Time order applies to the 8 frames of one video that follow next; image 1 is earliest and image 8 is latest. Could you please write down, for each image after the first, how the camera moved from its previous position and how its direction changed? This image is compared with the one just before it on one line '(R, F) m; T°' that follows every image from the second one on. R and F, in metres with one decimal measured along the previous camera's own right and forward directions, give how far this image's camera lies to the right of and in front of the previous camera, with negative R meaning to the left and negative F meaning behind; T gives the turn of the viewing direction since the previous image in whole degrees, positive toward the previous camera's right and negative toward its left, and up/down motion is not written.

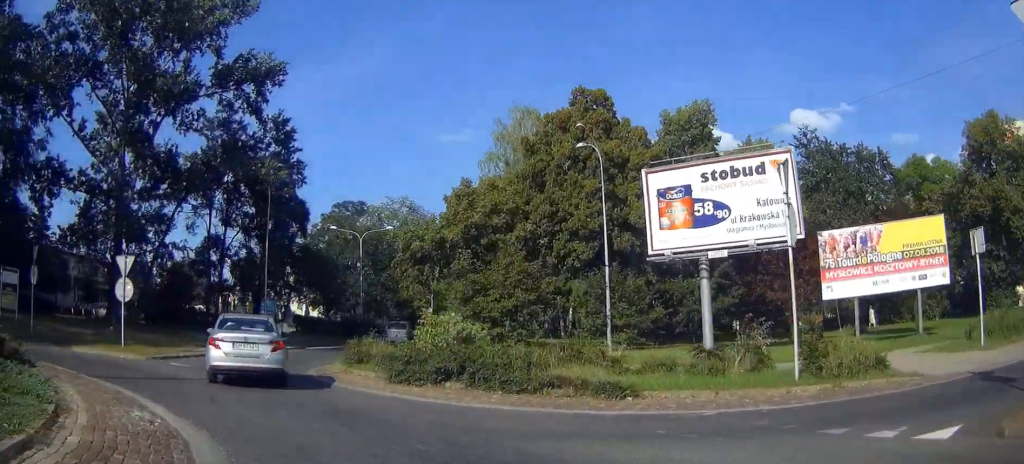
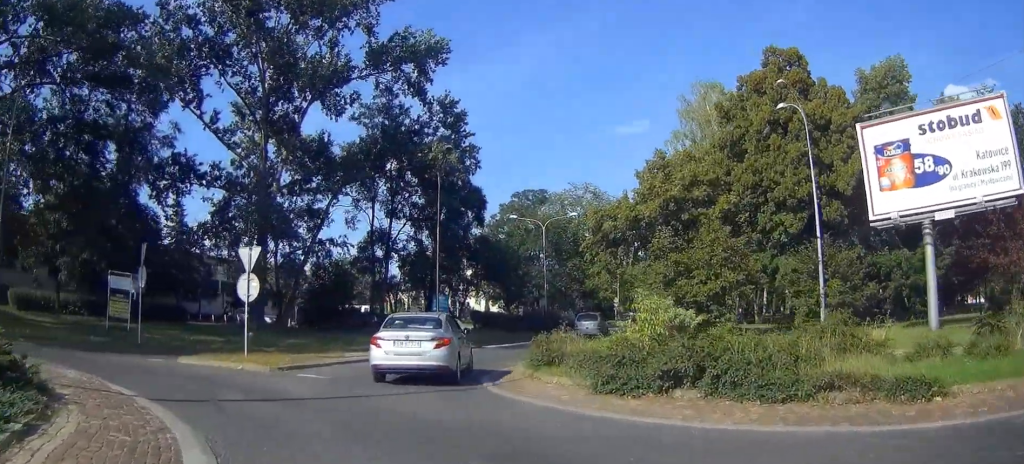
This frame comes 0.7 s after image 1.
(+0.1, +3.5) m; -12°
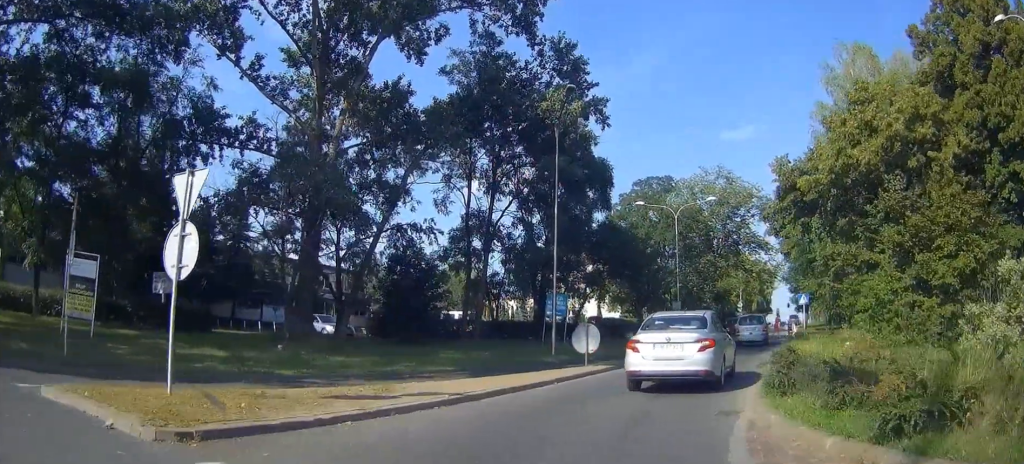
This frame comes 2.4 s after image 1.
(-2.6, +9.5) m; -15°
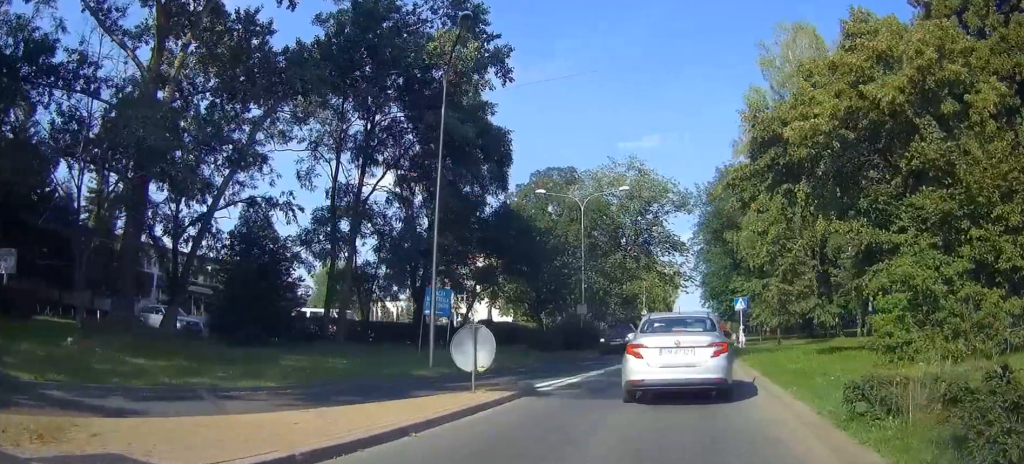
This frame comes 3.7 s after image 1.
(+0.2, +6.7) m; +8°
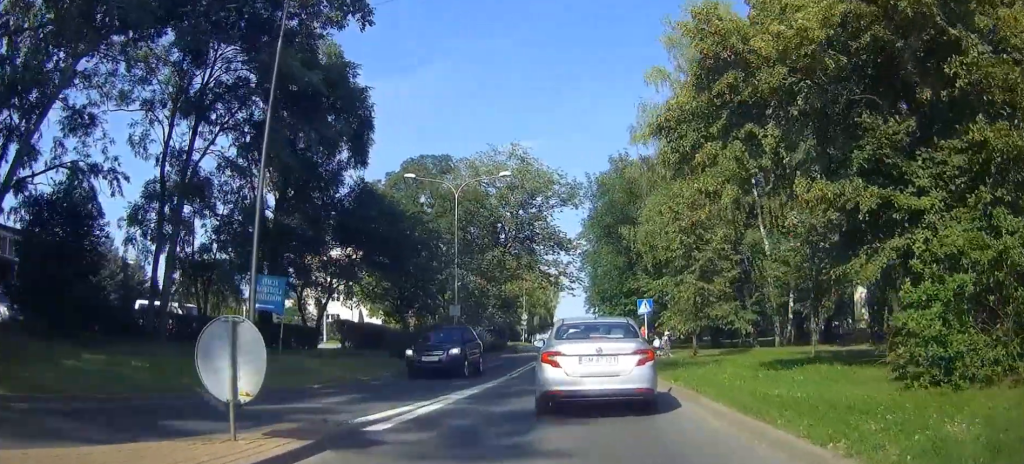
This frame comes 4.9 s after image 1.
(+0.7, +5.6) m; +8°
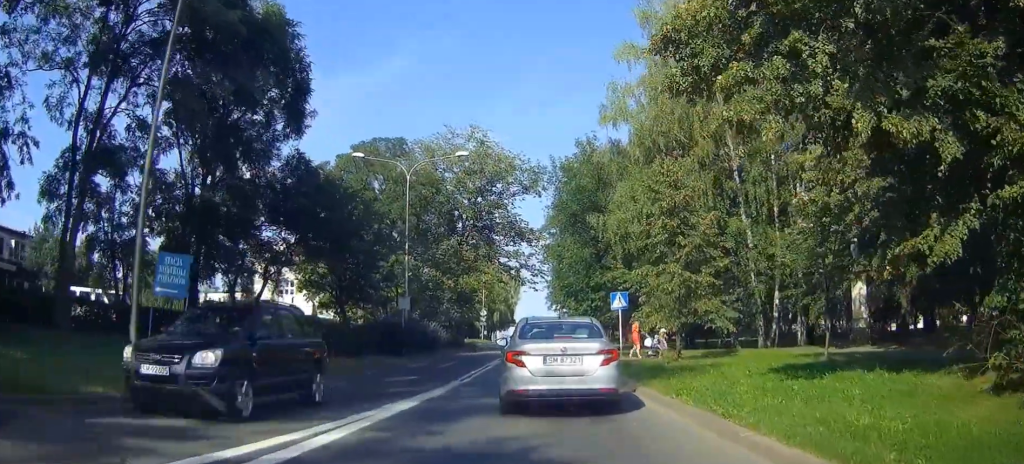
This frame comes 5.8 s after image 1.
(+0.1, +4.3) m; +1°
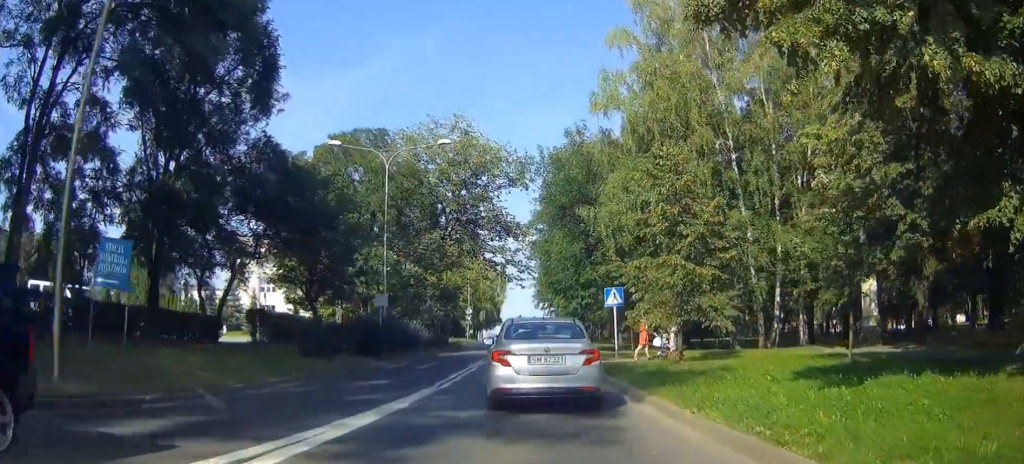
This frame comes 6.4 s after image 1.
(0.0, +2.7) m; +1°
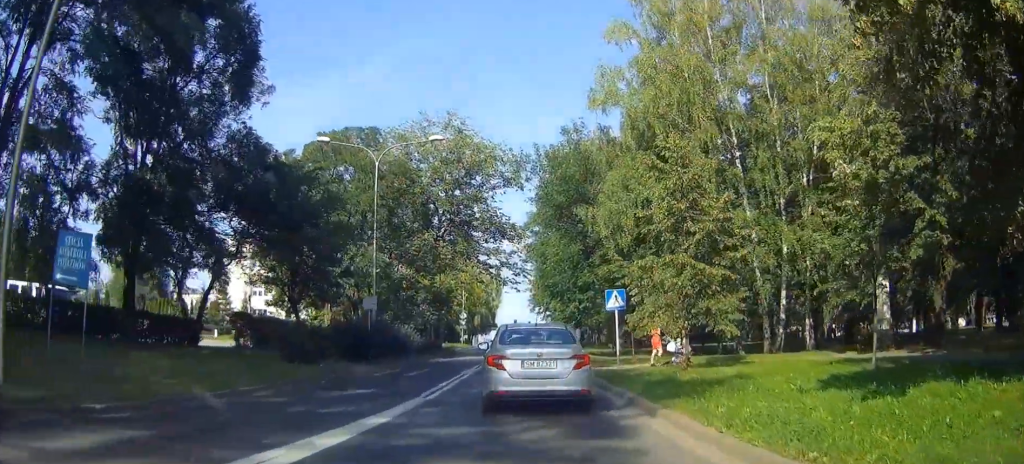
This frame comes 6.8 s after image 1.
(0.0, +1.9) m; +1°
